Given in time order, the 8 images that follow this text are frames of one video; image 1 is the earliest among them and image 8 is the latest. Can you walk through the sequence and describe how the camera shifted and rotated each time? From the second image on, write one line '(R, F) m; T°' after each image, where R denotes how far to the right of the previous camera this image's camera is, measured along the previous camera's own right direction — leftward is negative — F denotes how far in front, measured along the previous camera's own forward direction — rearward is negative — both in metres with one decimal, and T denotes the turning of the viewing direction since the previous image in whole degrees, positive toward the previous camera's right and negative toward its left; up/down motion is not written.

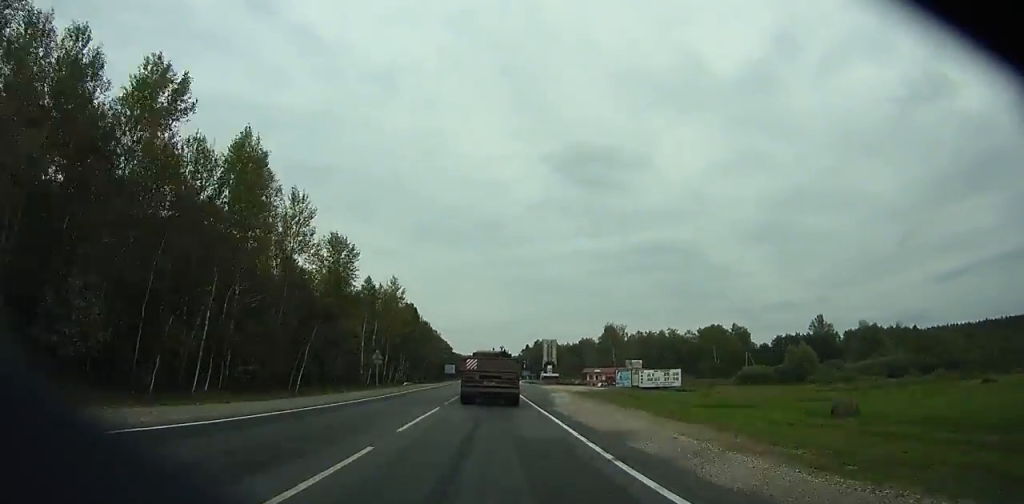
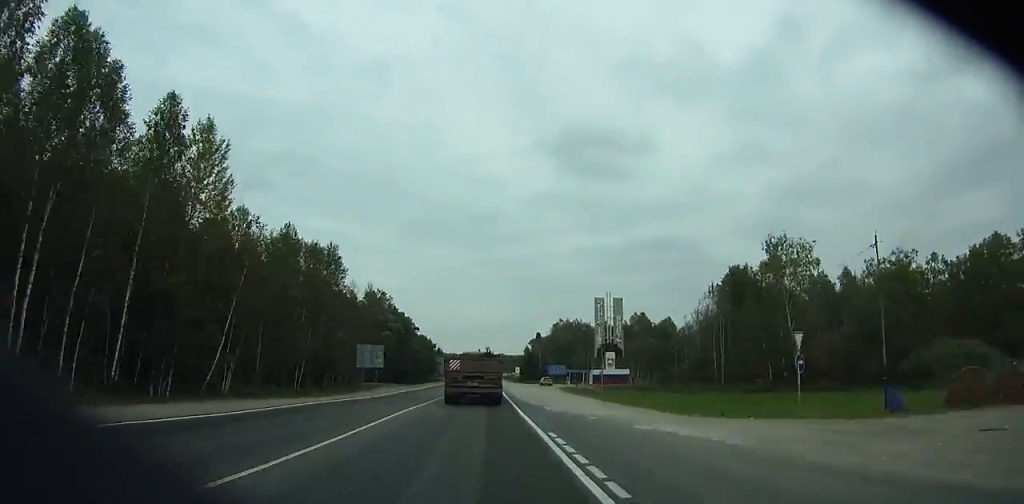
(-0.2, +116.4) m; -1°
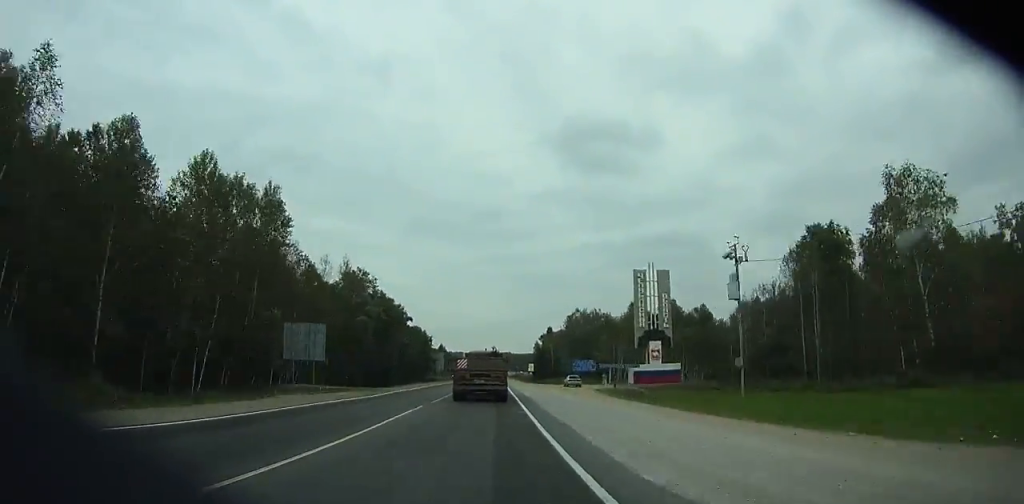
(0.0, +26.5) m; 0°
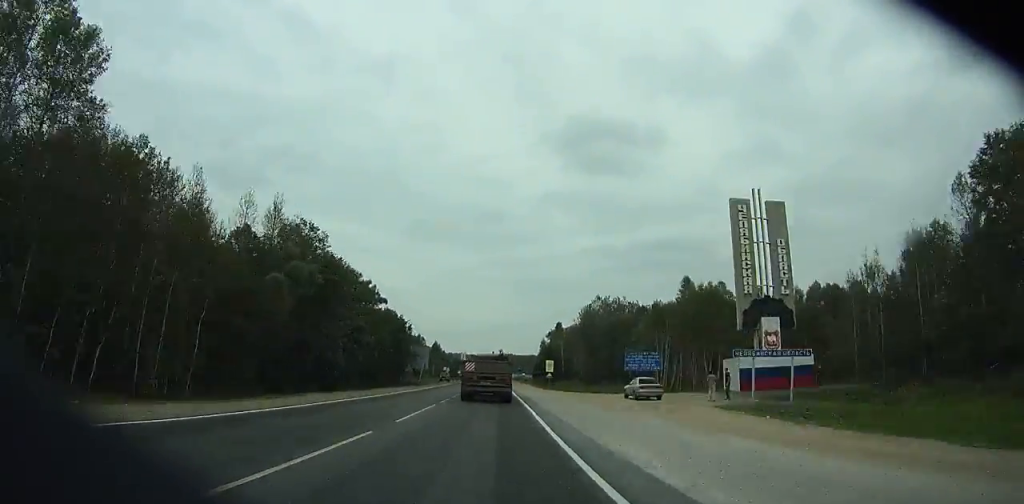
(0.0, +34.1) m; 0°
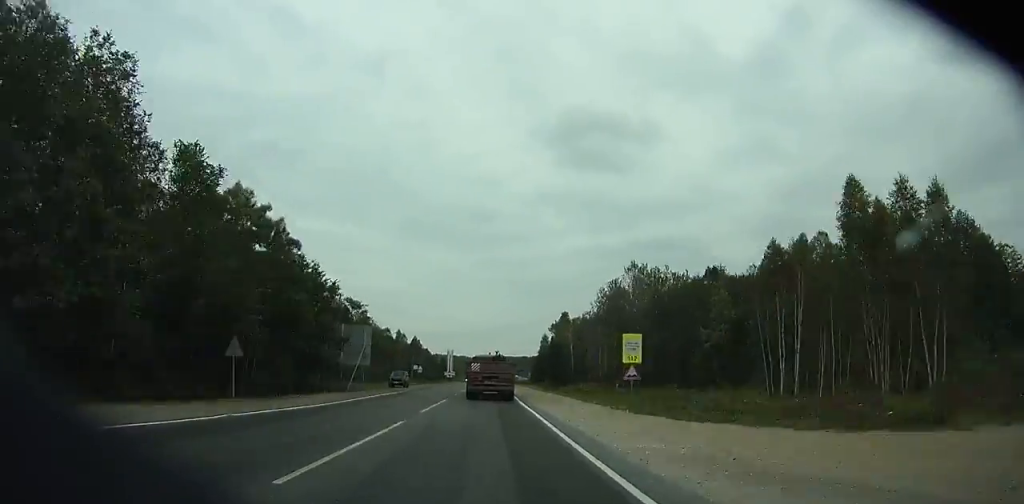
(-0.1, +43.7) m; 0°
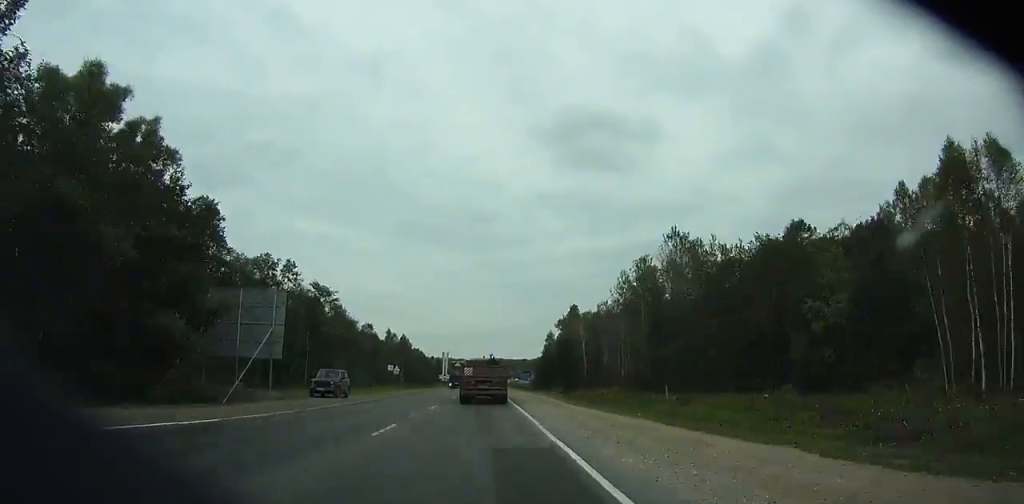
(0.0, +24.8) m; 0°
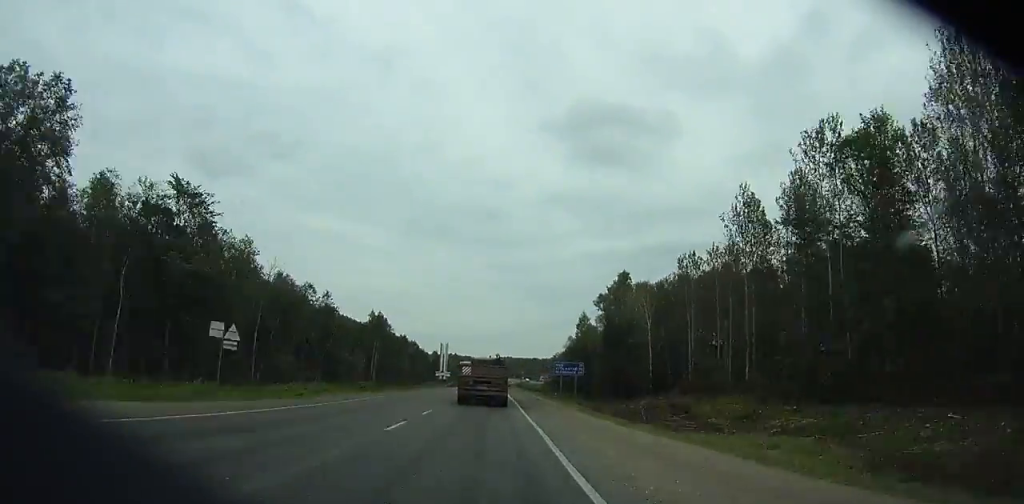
(+0.3, +51.7) m; 0°
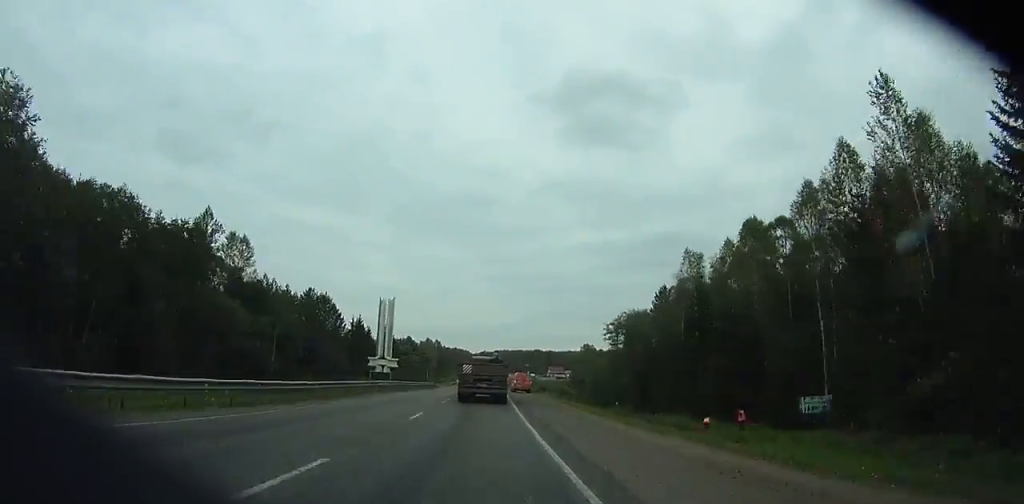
(-0.2, +119.1) m; 0°
